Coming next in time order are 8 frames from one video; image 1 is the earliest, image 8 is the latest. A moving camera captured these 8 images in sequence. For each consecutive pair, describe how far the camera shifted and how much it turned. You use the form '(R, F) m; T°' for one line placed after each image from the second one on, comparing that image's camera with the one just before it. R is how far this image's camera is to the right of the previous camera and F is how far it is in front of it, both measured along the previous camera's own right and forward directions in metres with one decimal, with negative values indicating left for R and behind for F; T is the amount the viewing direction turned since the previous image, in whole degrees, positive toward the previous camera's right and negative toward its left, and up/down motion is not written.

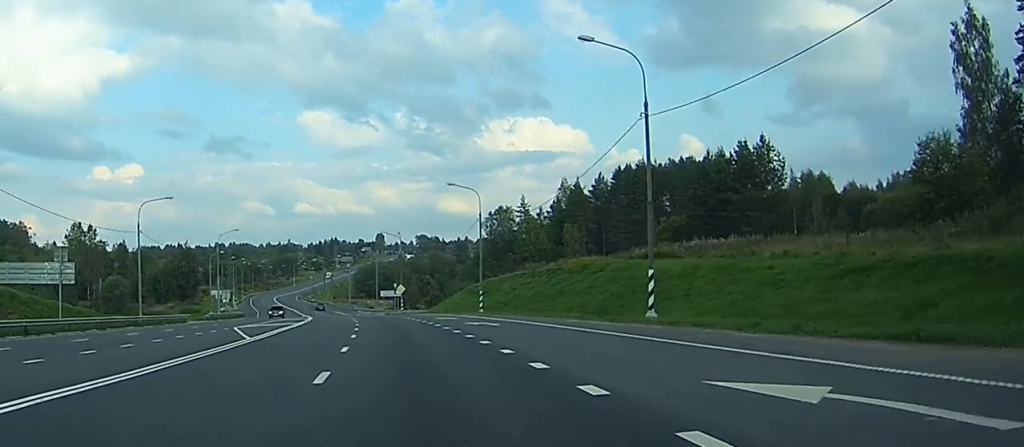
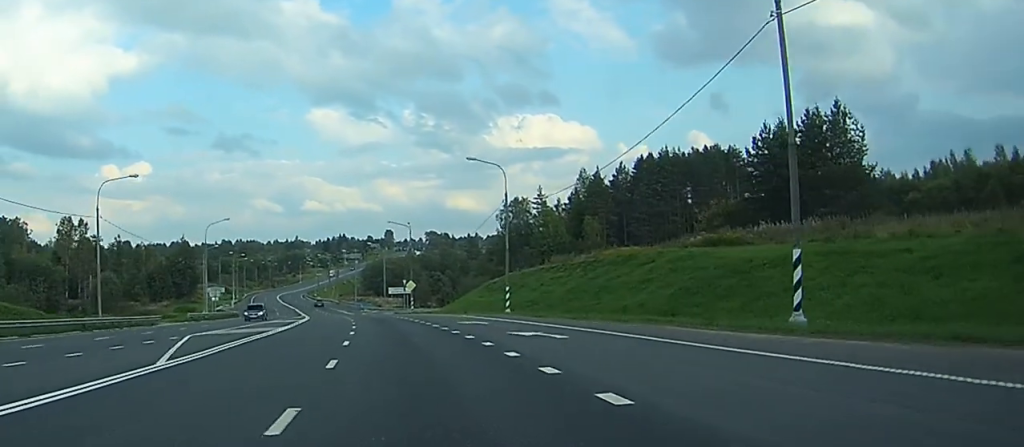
(-0.1, +12.9) m; -1°
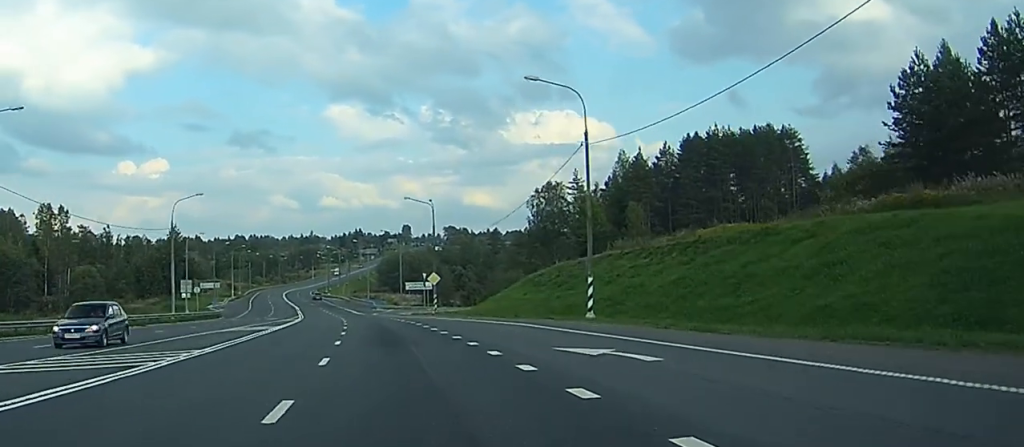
(-0.3, +23.1) m; -1°
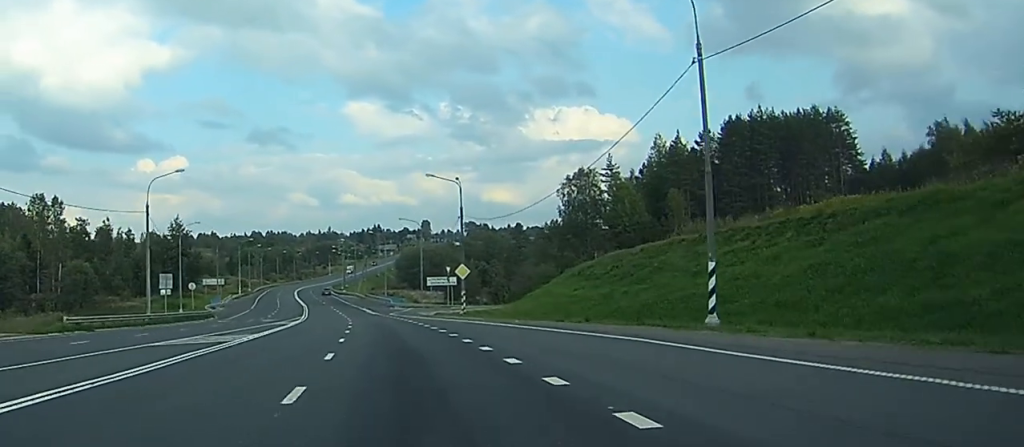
(-0.1, +14.2) m; -1°
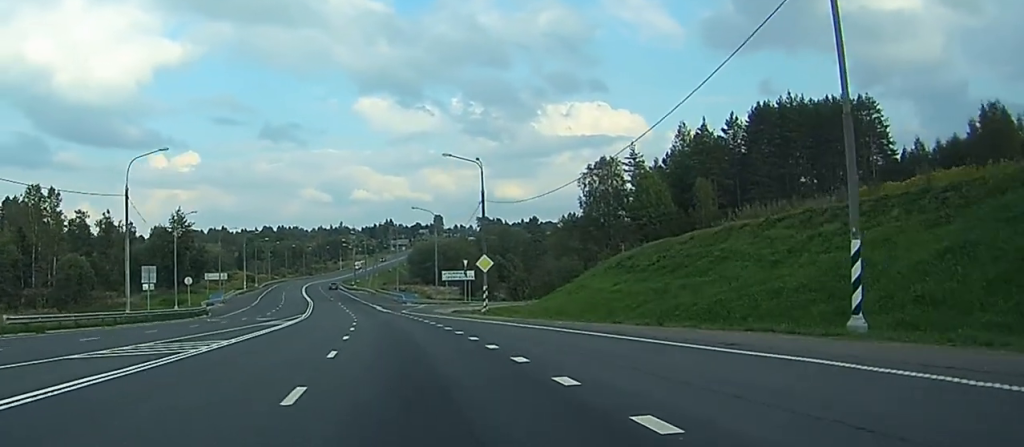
(-0.1, +8.4) m; -1°
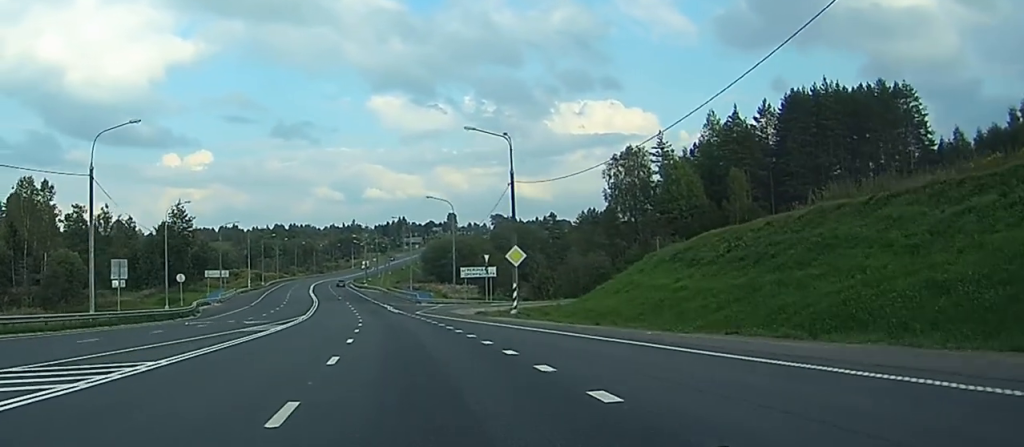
(0.0, +9.7) m; -1°
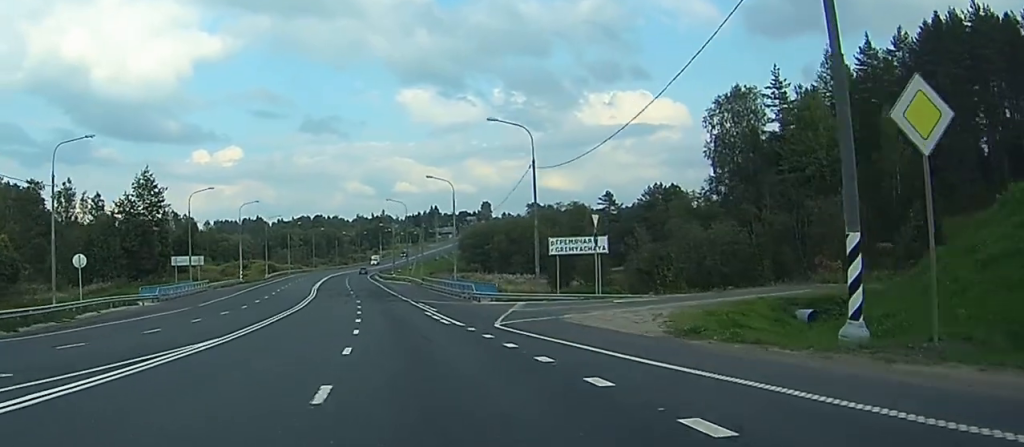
(-0.9, +38.2) m; -2°
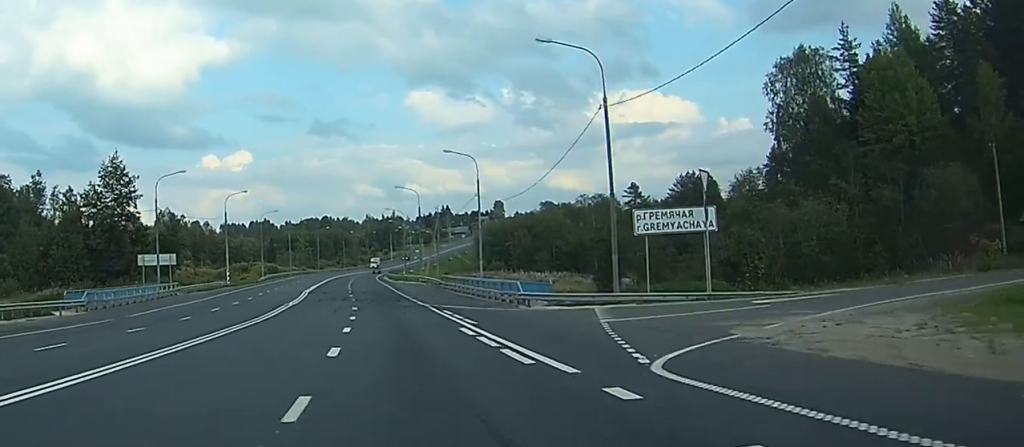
(-0.1, +17.5) m; -1°
